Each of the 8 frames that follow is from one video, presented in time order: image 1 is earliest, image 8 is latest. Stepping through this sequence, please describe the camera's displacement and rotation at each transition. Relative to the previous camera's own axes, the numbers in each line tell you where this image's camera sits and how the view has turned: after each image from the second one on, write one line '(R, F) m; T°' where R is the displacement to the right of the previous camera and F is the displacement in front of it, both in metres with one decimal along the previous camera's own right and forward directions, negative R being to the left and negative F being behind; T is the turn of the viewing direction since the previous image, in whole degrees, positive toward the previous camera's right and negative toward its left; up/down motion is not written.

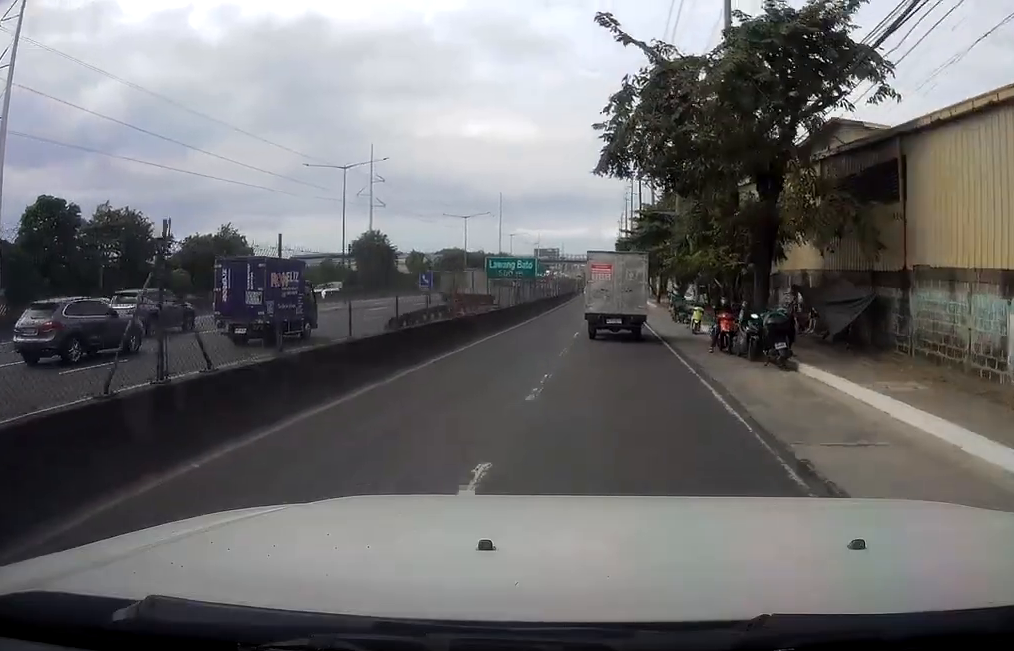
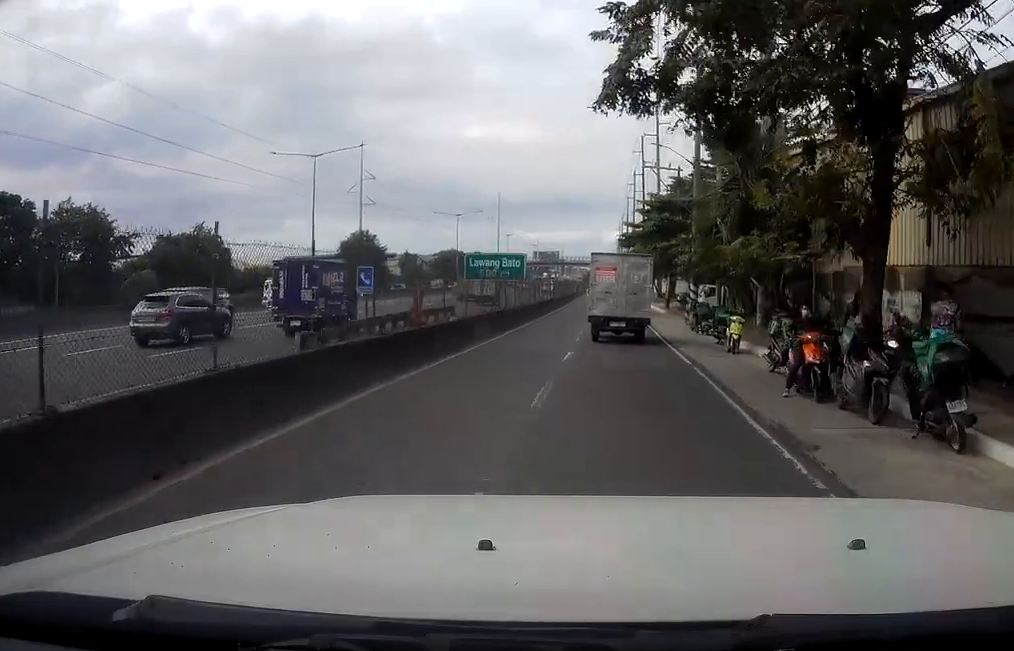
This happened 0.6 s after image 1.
(+0.5, +7.8) m; +2°
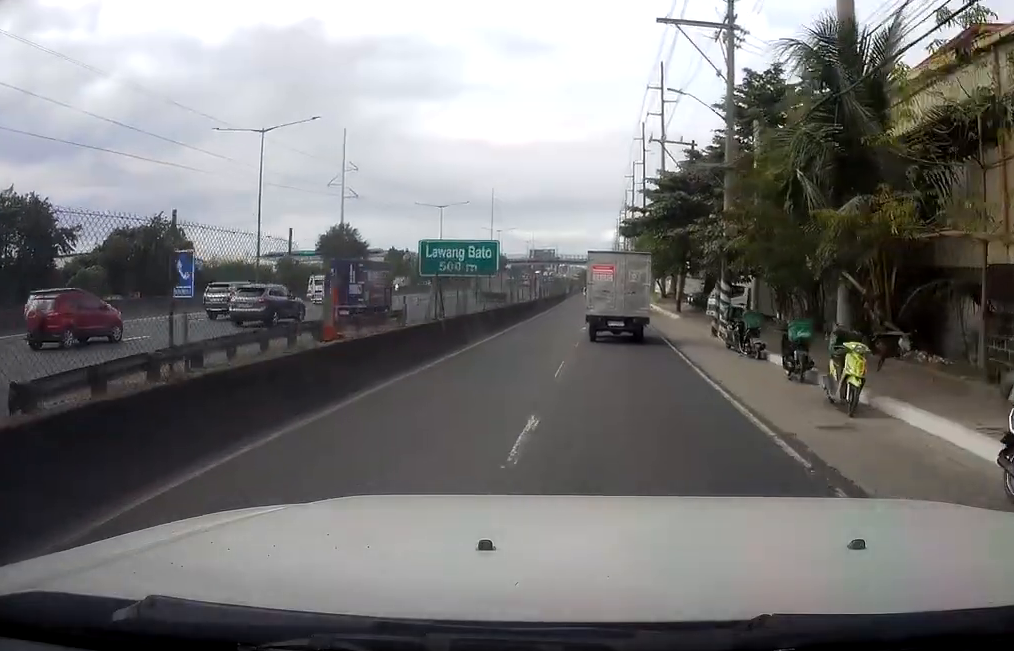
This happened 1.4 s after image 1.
(+0.2, +9.9) m; +1°
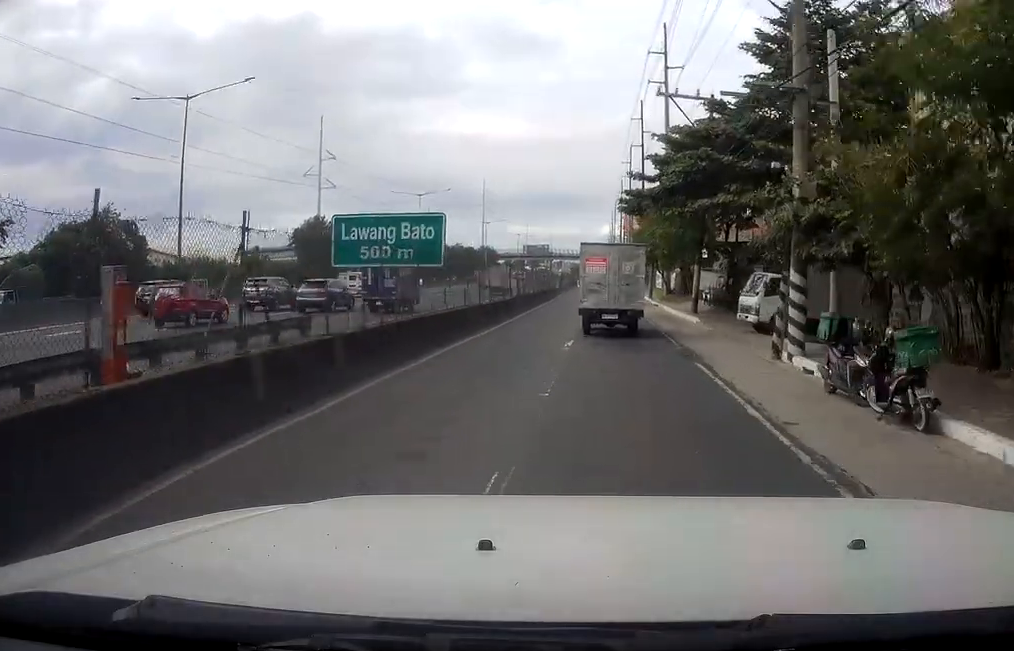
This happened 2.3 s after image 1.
(0.0, +10.3) m; 0°
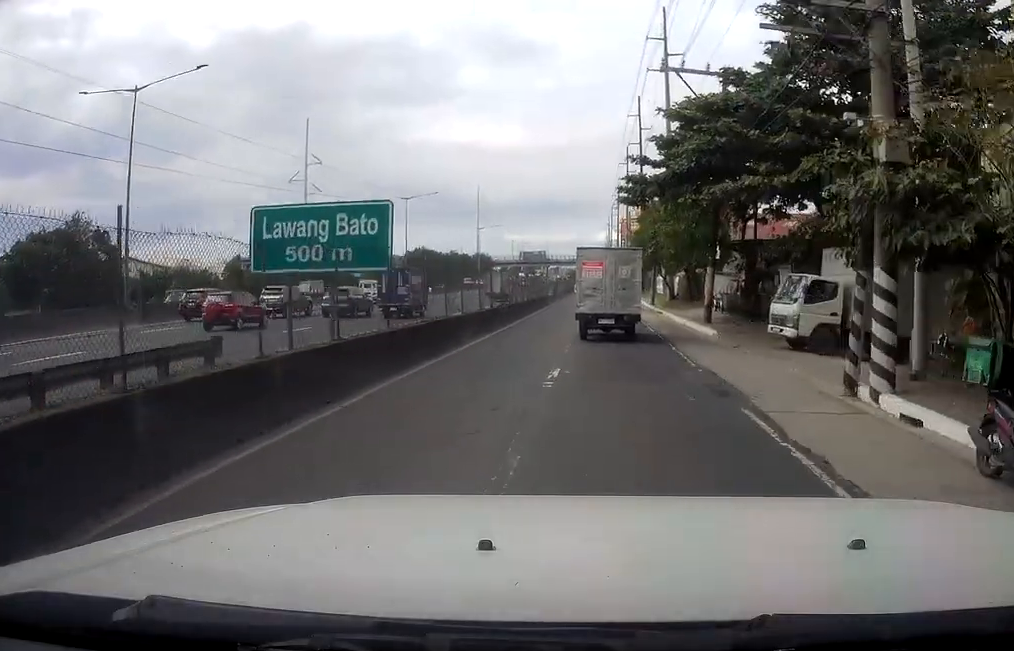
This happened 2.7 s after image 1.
(0.0, +5.3) m; 0°
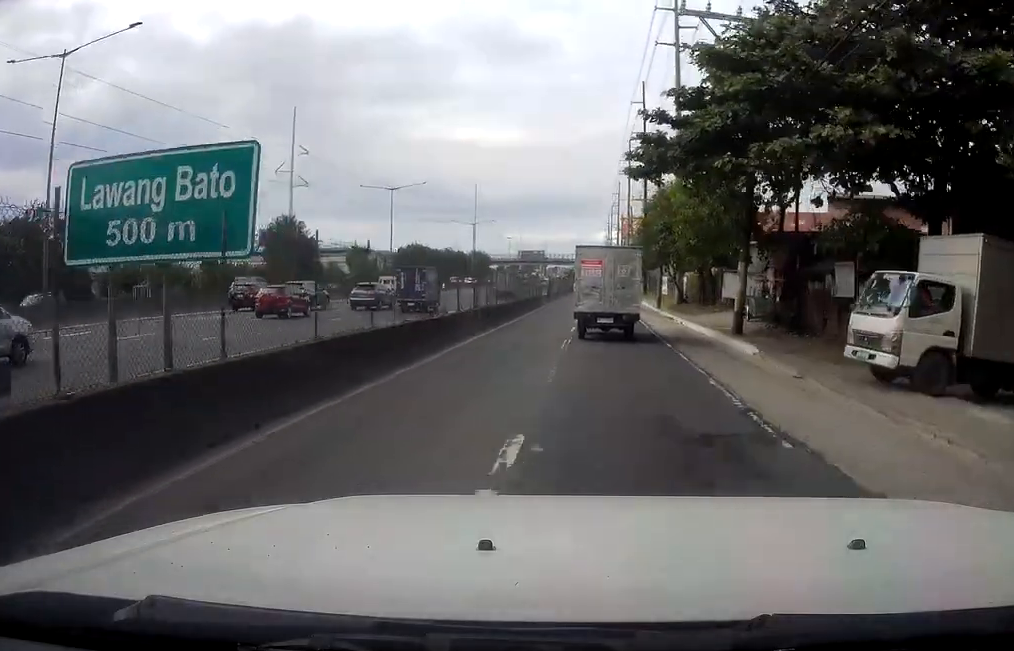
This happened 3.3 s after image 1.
(0.0, +6.9) m; 0°
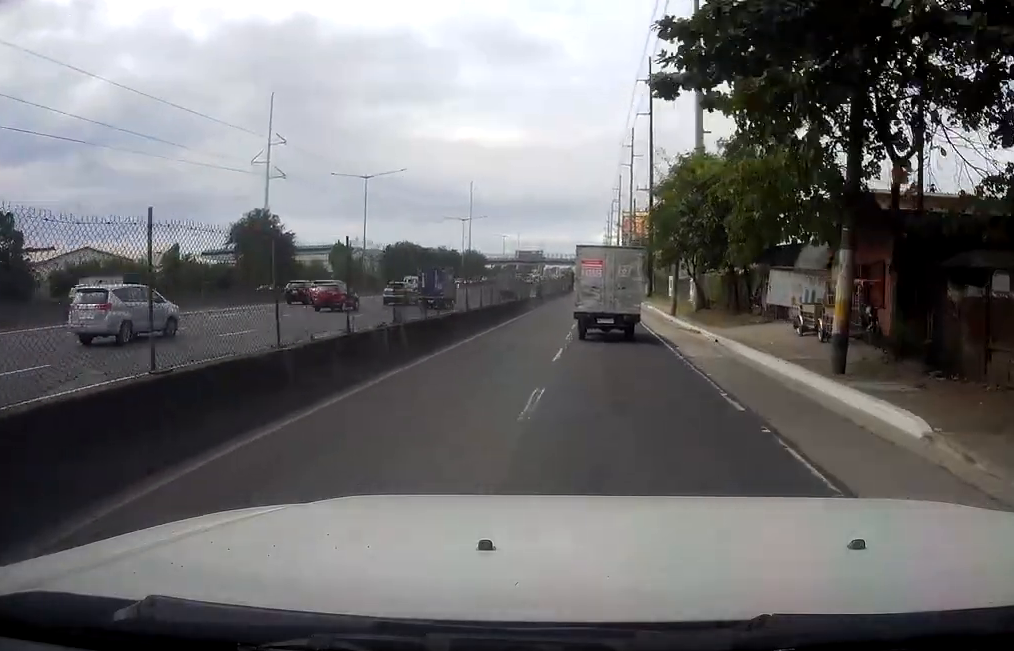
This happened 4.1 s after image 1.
(0.0, +10.2) m; 0°
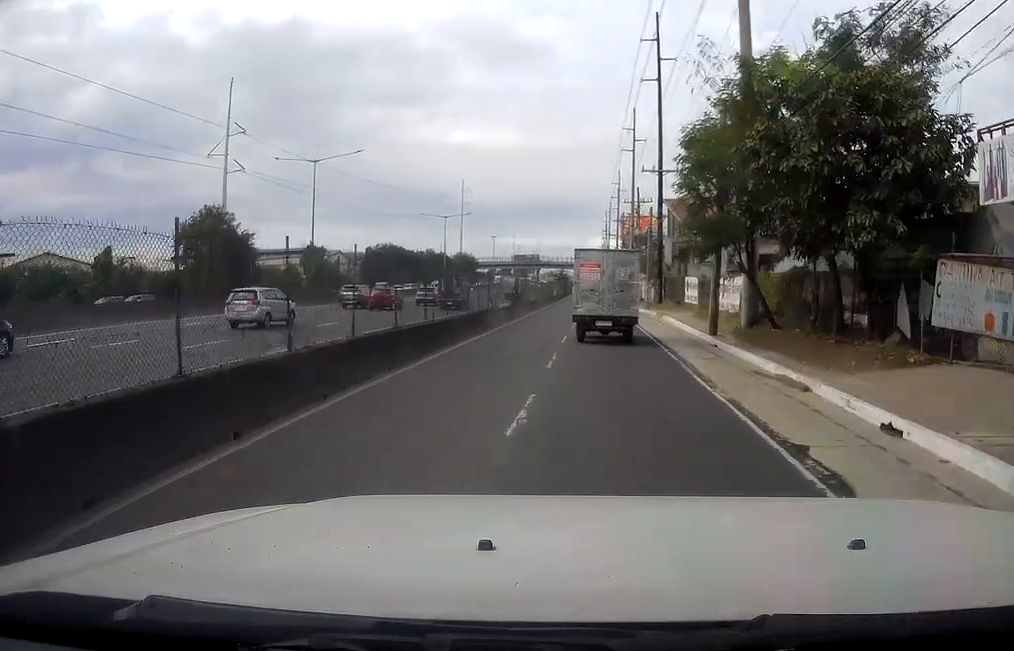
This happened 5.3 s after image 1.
(0.0, +14.3) m; -1°
